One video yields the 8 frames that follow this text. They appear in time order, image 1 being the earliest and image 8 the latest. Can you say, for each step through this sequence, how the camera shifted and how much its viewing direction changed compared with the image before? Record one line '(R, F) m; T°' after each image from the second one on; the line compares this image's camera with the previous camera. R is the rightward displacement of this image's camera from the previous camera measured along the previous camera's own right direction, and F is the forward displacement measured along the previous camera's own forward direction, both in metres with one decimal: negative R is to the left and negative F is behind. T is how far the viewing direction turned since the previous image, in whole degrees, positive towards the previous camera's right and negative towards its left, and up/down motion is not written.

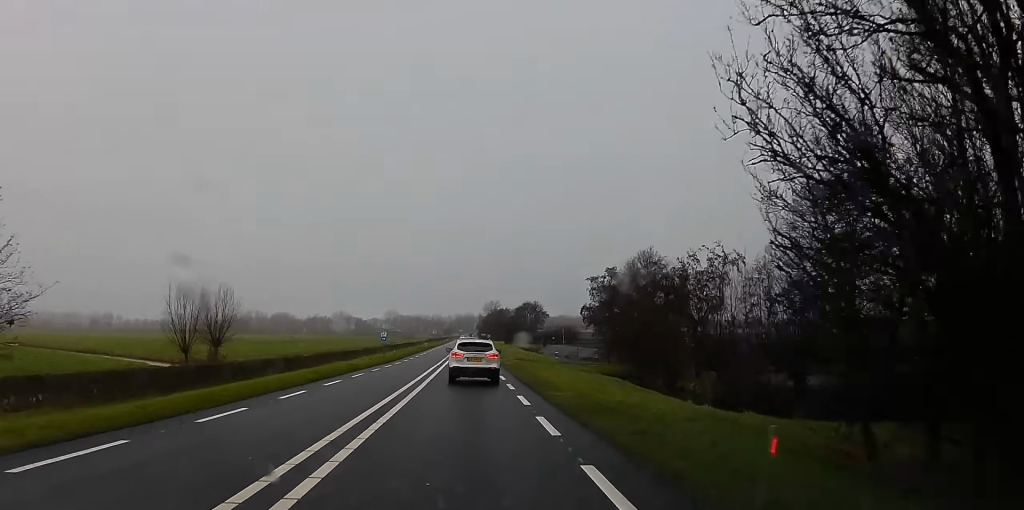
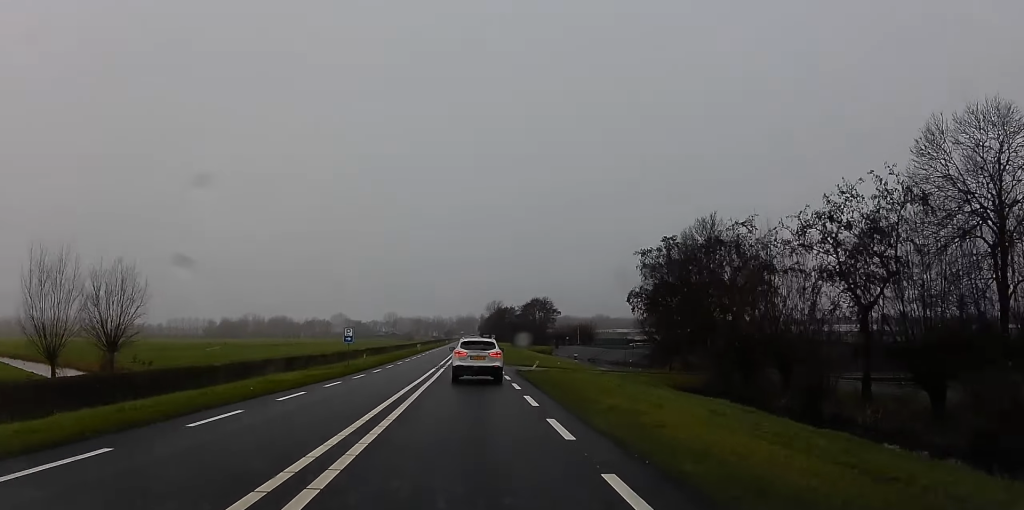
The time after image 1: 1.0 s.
(-0.1, +19.1) m; +1°
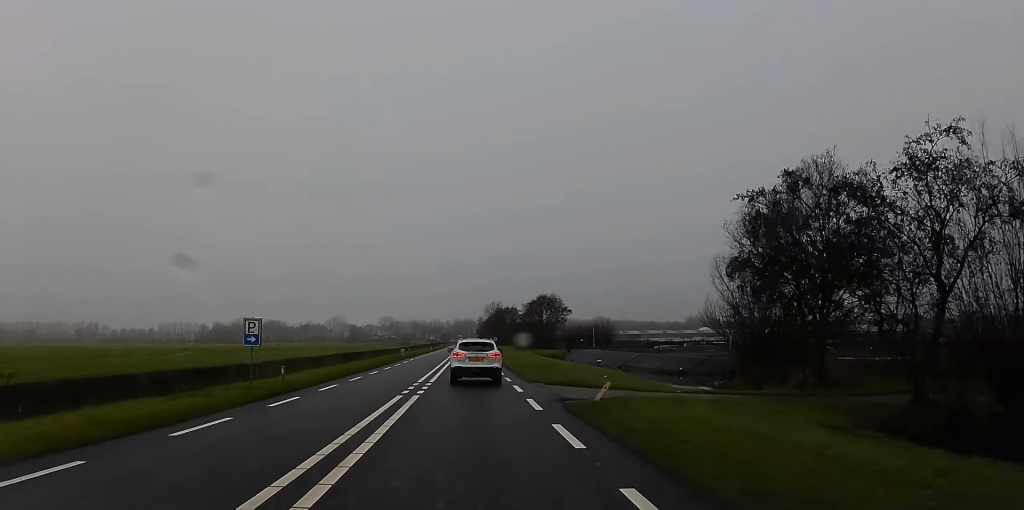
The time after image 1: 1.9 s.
(+0.2, +18.5) m; +1°
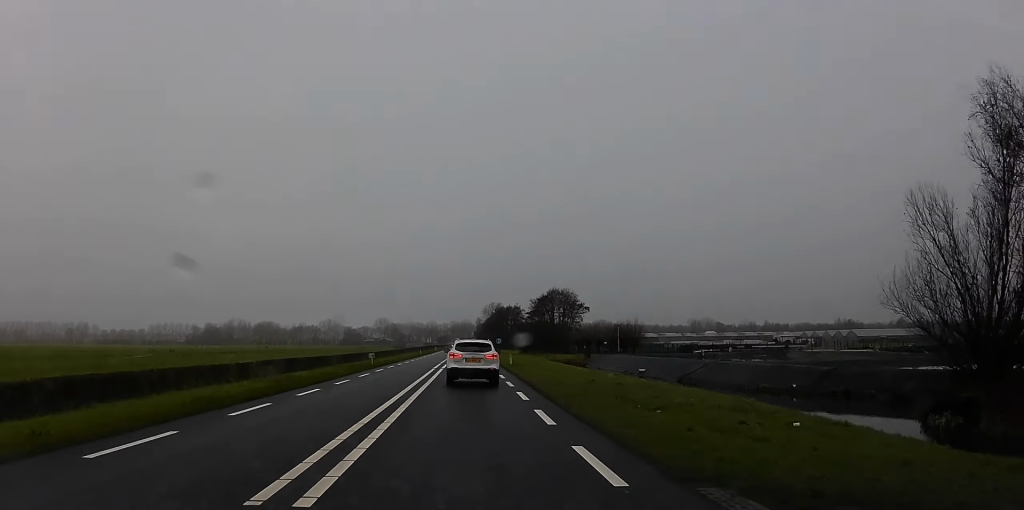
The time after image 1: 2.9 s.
(+0.1, +20.9) m; -1°
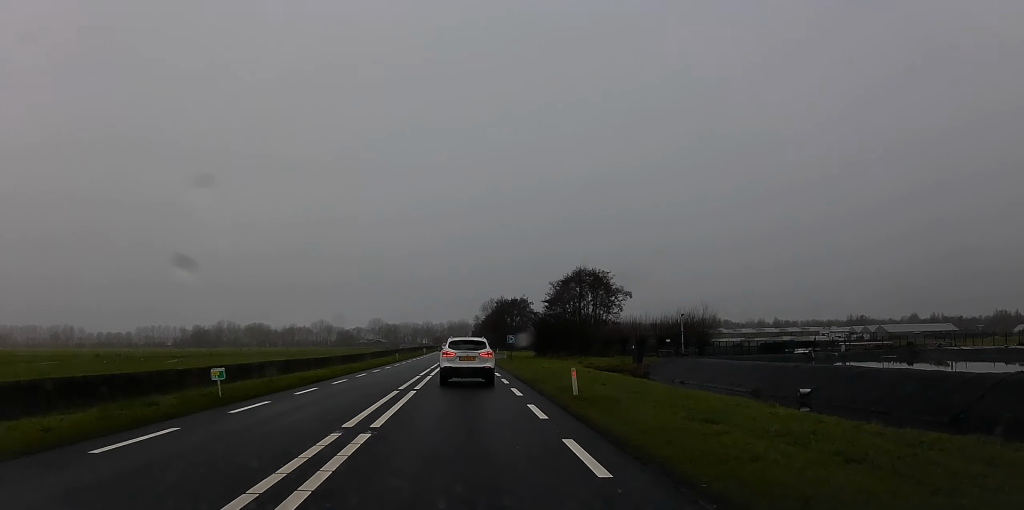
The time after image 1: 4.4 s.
(-0.7, +29.3) m; -3°
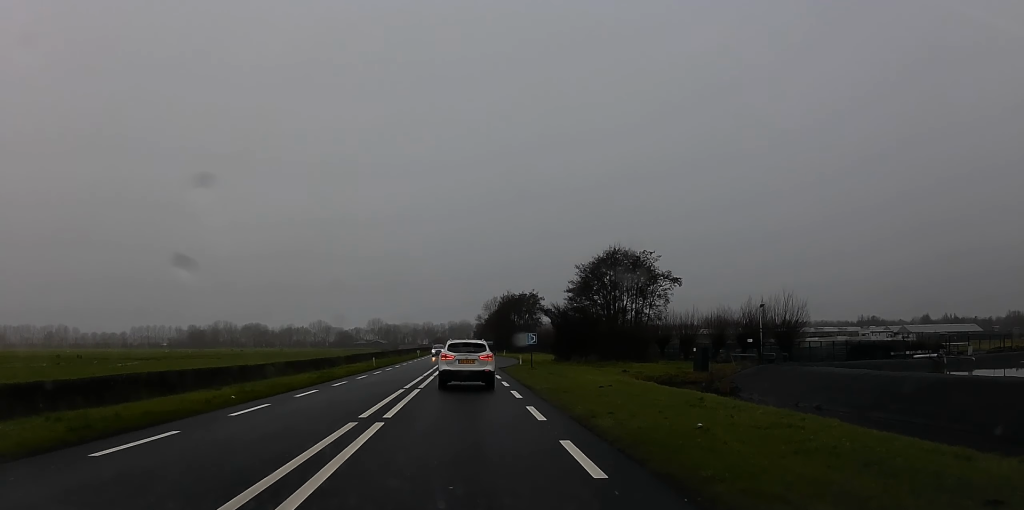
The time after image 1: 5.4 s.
(-0.2, +18.5) m; 0°
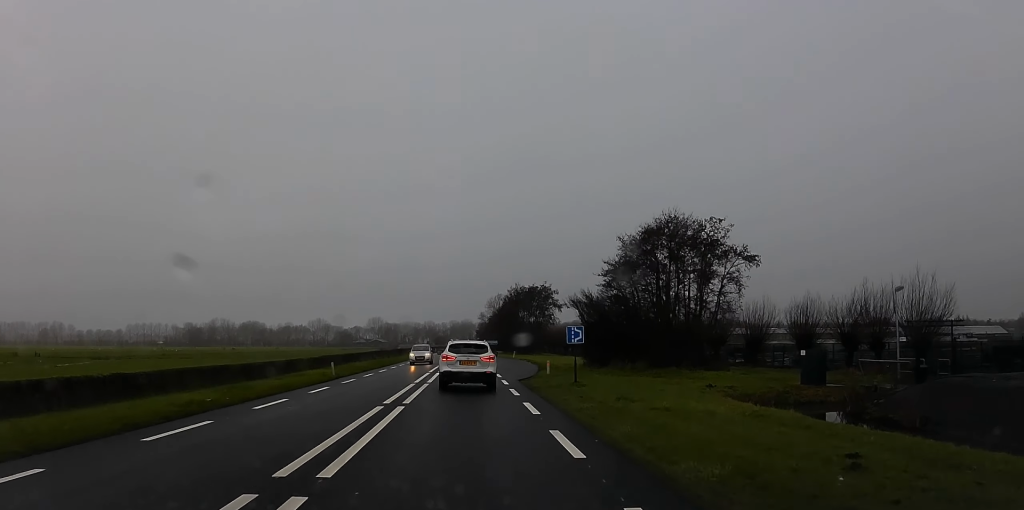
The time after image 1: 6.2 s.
(+0.2, +15.9) m; 0°
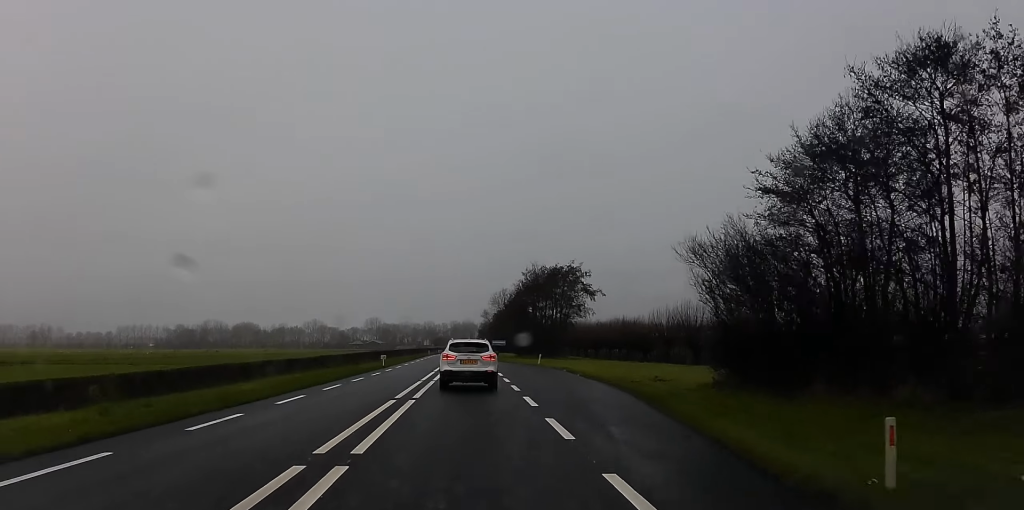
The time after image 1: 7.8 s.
(-0.3, +28.9) m; +1°
